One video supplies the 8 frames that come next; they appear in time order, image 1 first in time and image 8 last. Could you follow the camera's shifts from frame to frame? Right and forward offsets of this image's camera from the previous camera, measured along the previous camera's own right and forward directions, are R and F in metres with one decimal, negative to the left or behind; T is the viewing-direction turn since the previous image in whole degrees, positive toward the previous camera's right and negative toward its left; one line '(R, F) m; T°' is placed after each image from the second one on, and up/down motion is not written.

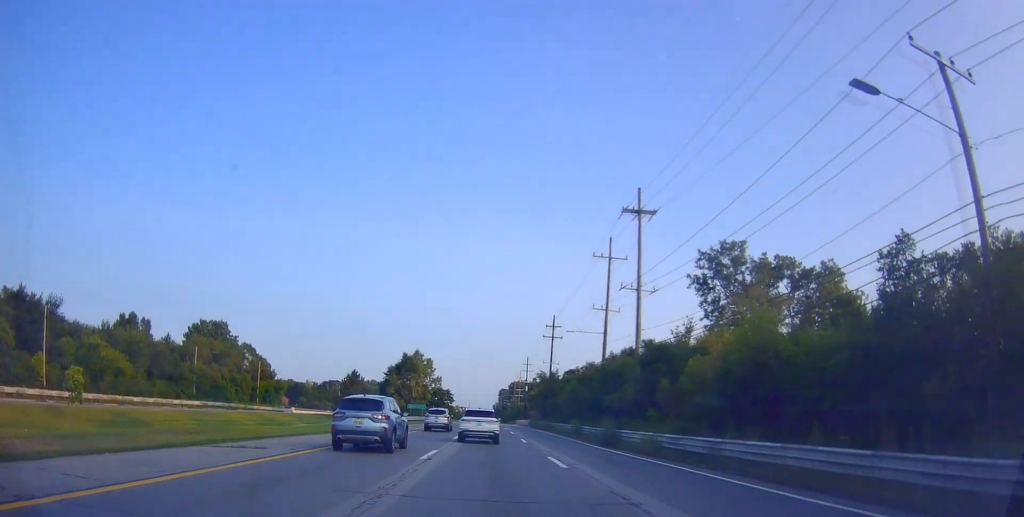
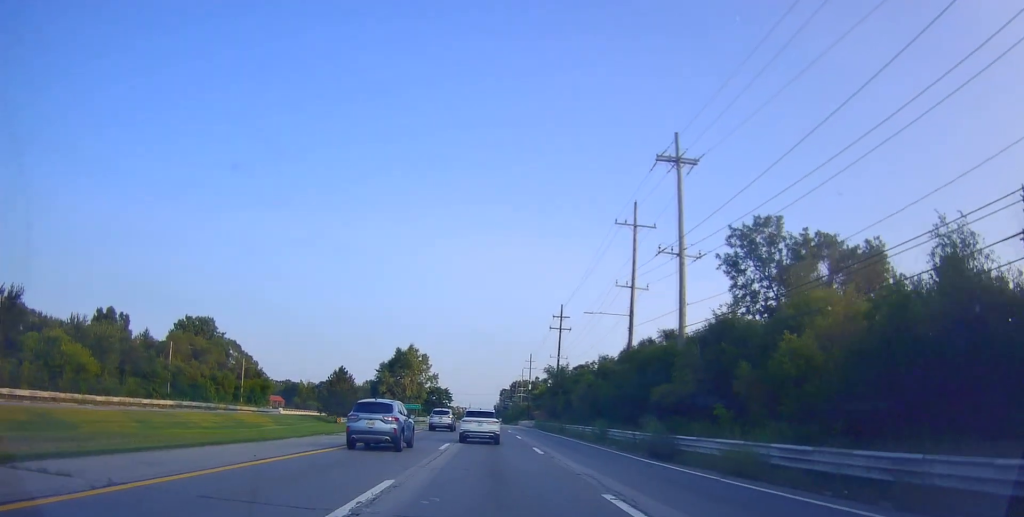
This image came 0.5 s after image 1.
(+0.3, +9.3) m; -1°
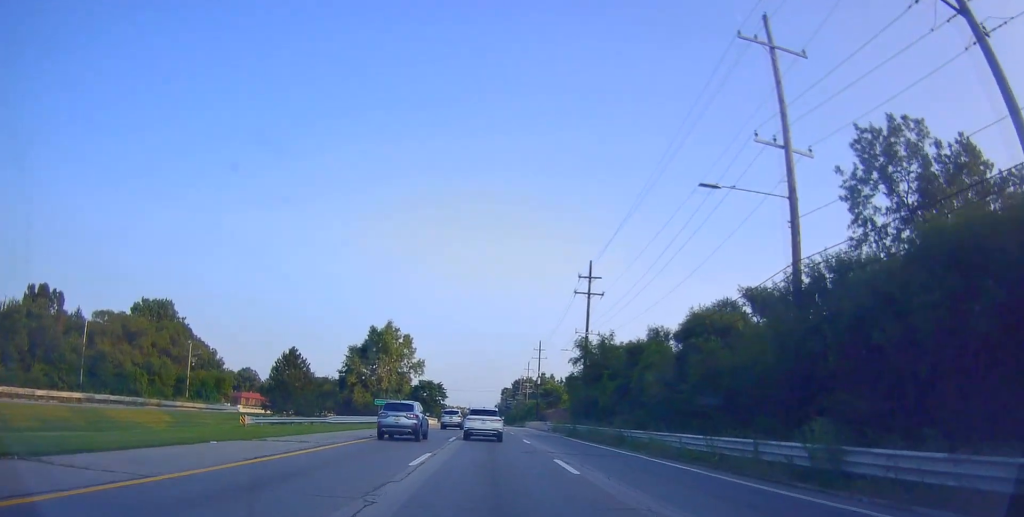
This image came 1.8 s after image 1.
(-1.0, +24.0) m; -2°
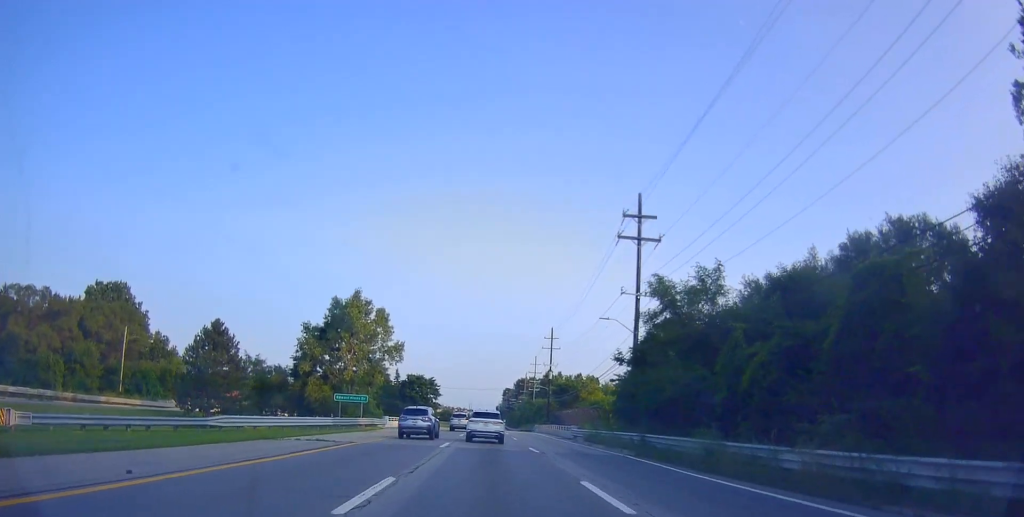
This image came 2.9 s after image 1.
(+0.4, +20.0) m; +2°
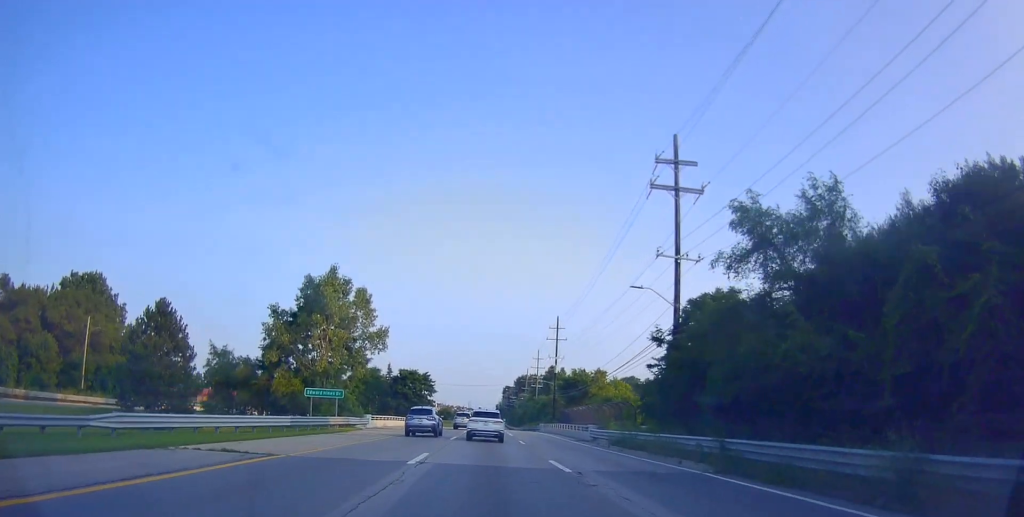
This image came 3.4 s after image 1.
(+0.3, +9.0) m; +1°
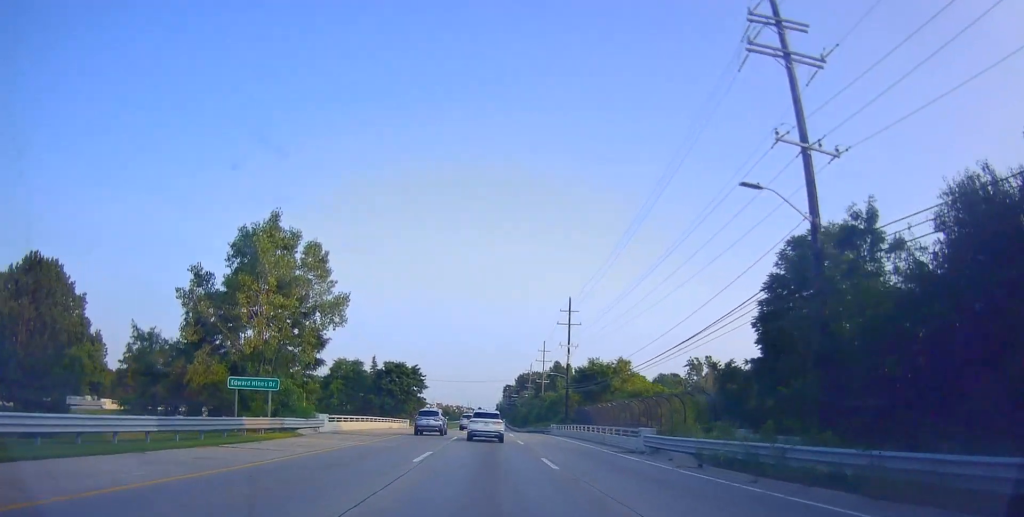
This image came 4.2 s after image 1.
(-0.3, +14.6) m; -2°
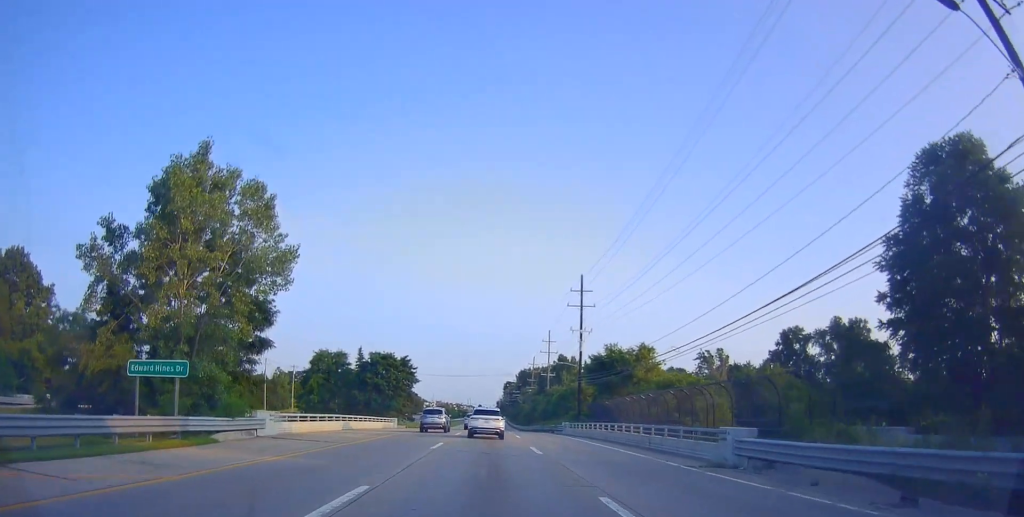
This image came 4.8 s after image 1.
(-0.1, +10.4) m; 0°
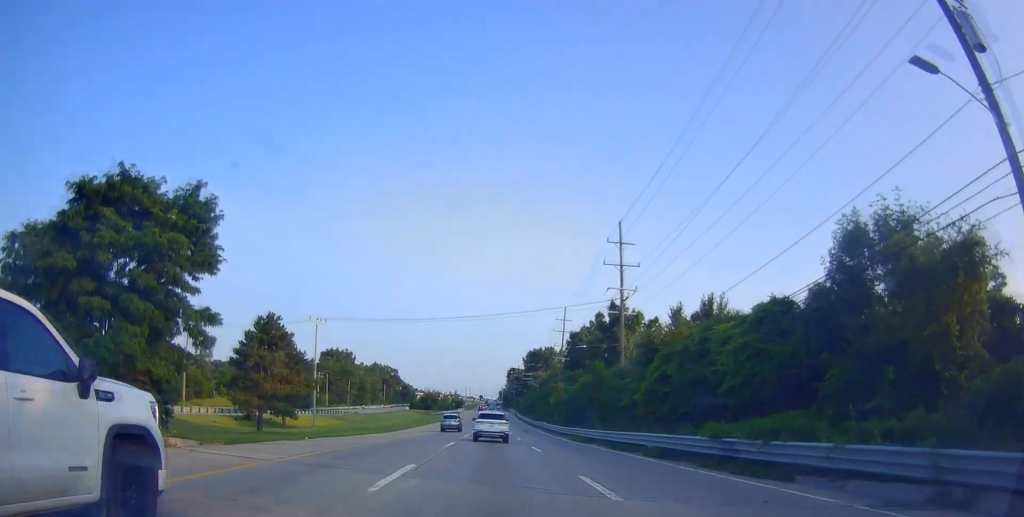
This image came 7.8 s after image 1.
(+0.8, +55.9) m; 0°
